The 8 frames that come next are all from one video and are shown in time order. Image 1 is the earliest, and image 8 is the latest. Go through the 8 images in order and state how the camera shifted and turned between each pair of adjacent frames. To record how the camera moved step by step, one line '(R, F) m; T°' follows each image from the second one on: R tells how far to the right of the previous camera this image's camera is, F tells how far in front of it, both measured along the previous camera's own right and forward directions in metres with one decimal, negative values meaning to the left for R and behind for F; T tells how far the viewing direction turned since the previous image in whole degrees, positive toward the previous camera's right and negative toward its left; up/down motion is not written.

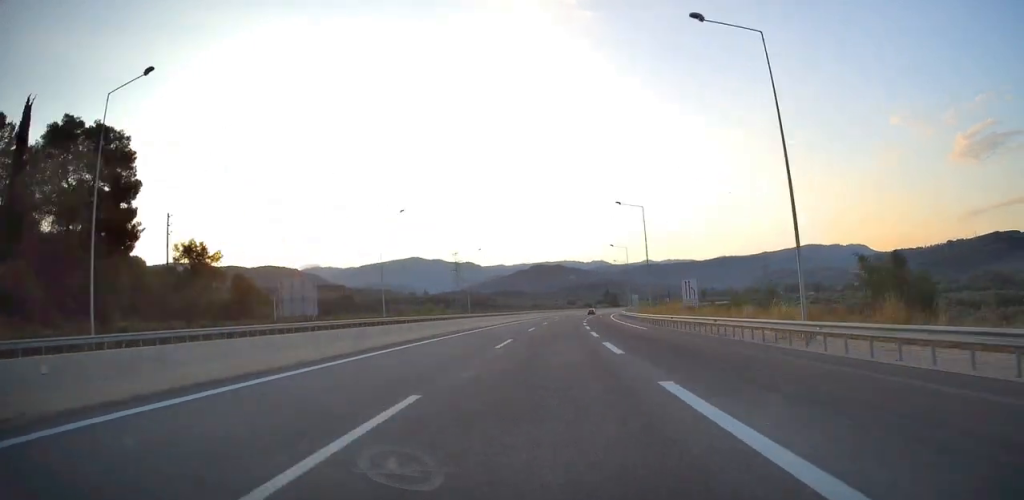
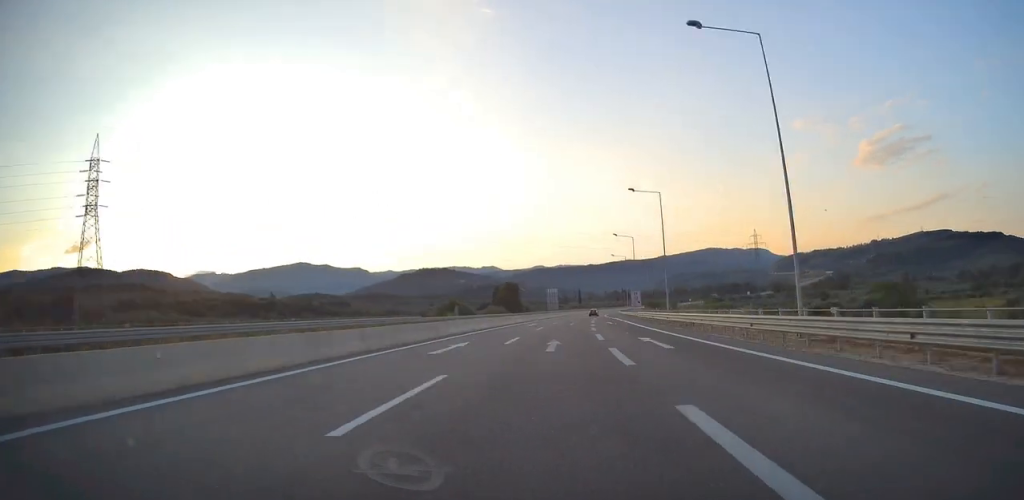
(+22.2, +201.3) m; +11°
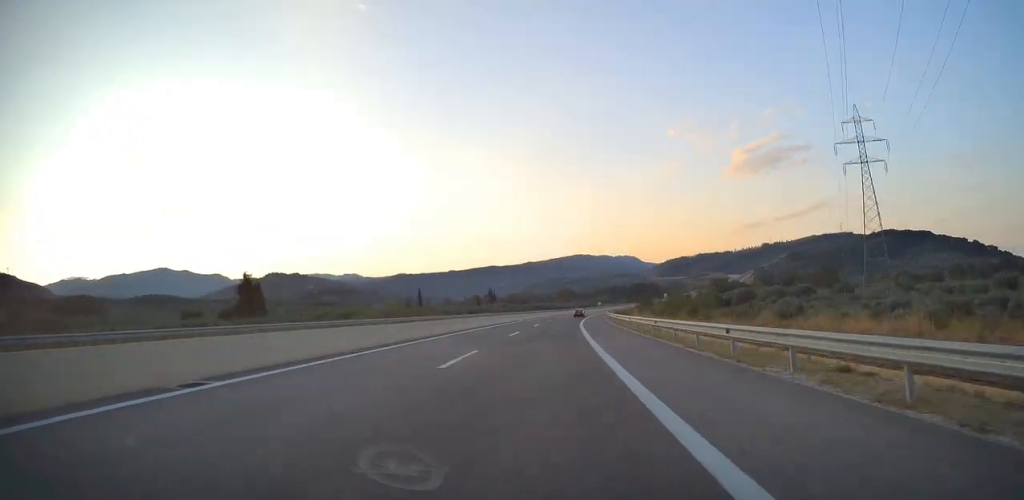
(+22.3, +226.3) m; +12°
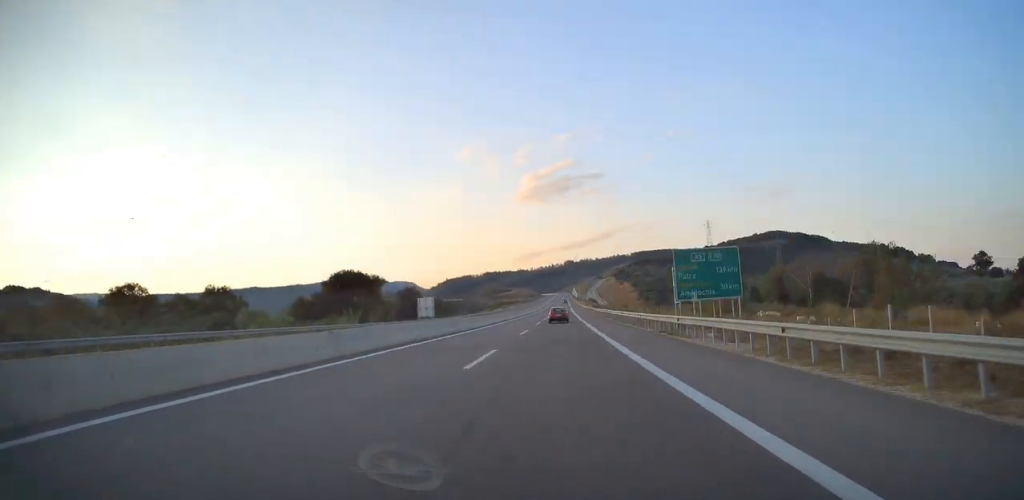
(+85.5, +499.9) m; +13°
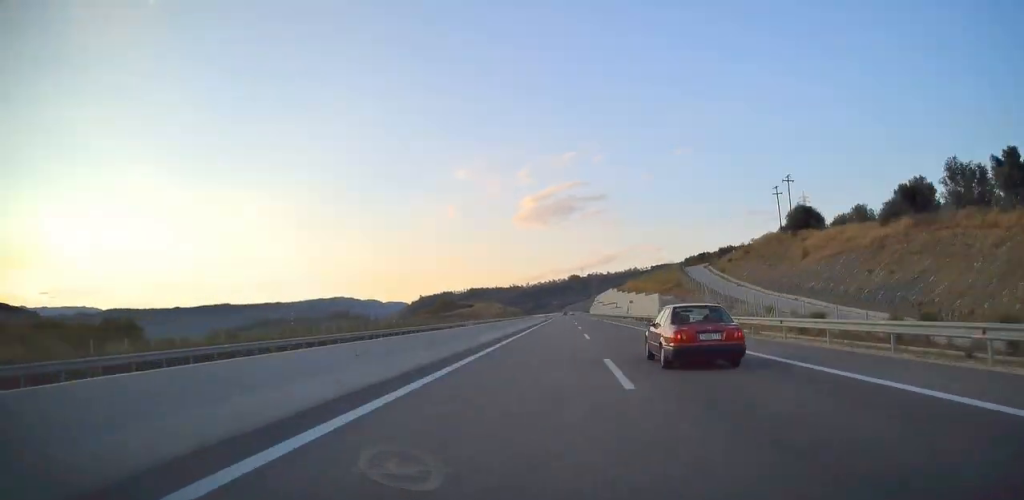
(+13.1, +410.0) m; -2°
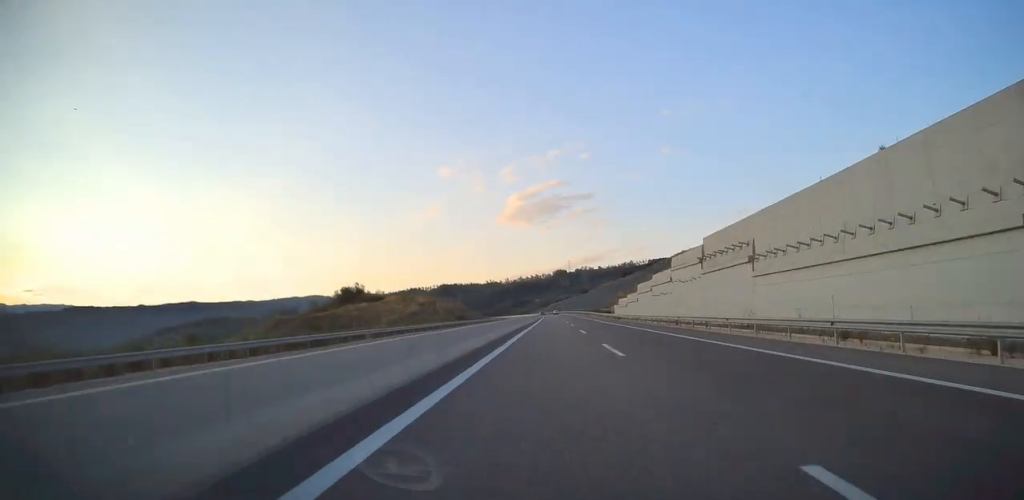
(-3.2, +155.5) m; -6°
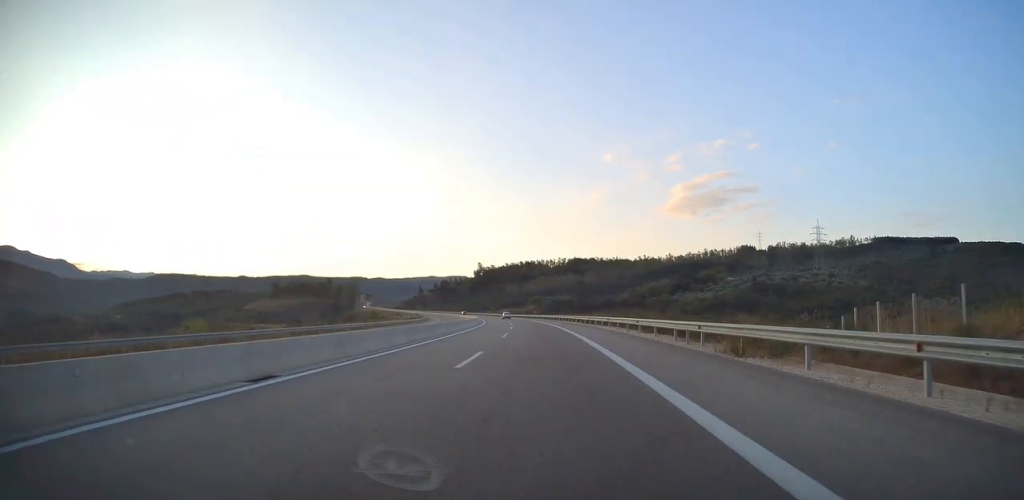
(-46.2, +255.0) m; -17°
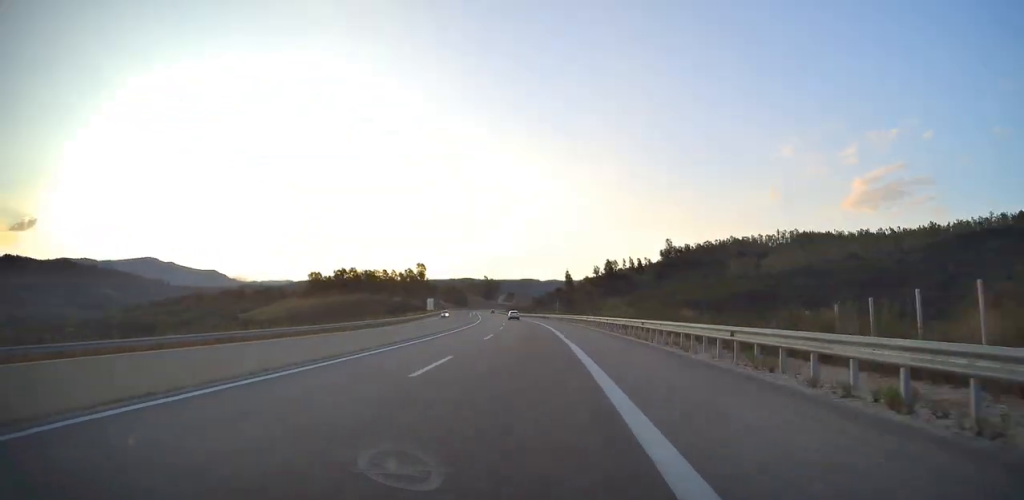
(-17.3, +207.5) m; -5°
